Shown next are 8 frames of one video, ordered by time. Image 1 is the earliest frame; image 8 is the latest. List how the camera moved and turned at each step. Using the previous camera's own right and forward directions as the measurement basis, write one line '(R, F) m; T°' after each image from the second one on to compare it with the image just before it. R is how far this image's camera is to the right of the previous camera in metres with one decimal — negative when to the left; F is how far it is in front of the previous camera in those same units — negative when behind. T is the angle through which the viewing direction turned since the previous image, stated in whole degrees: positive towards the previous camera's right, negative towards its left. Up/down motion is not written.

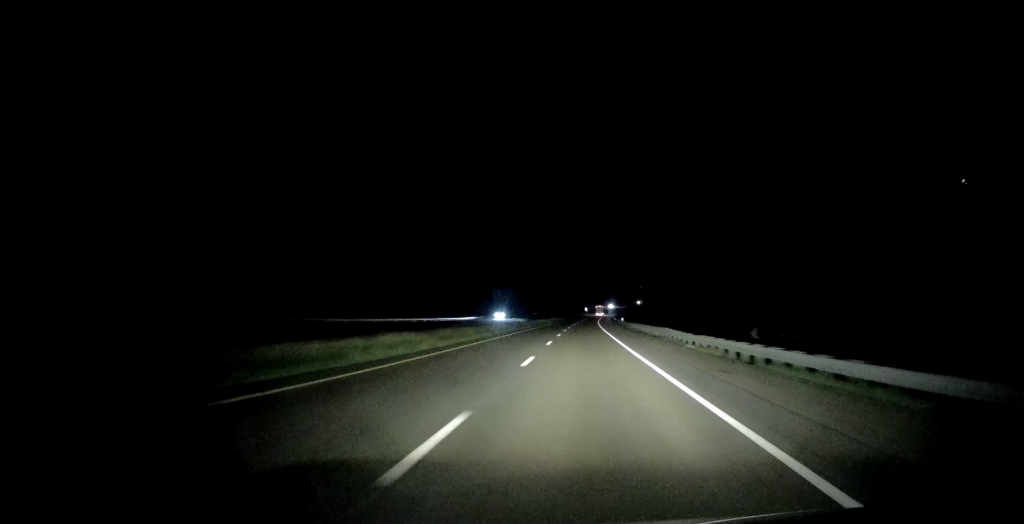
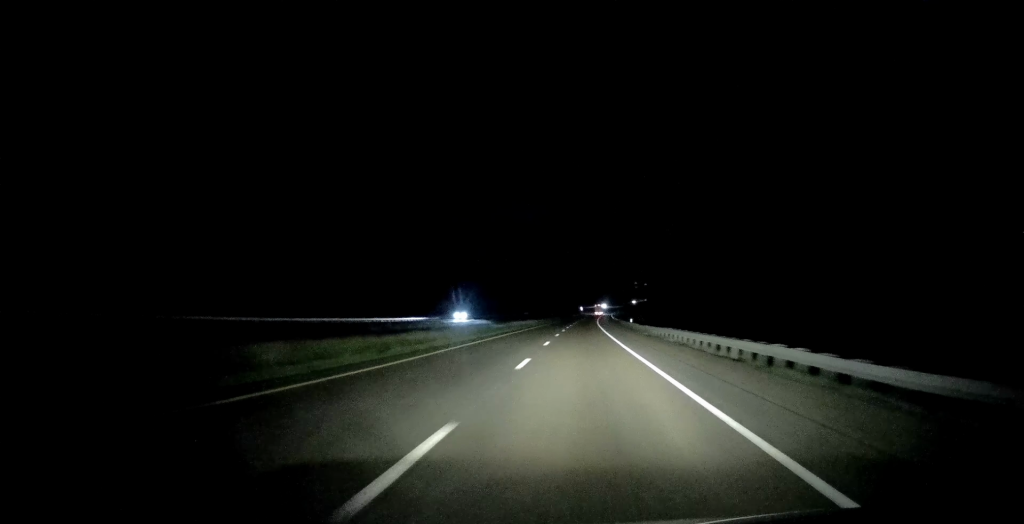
(-0.1, +25.1) m; +1°
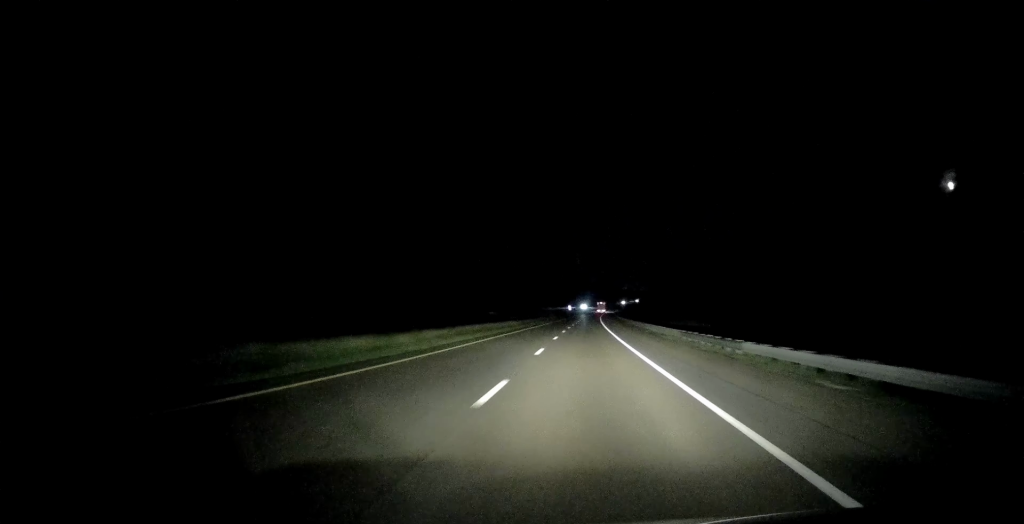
(+1.7, +79.7) m; +1°
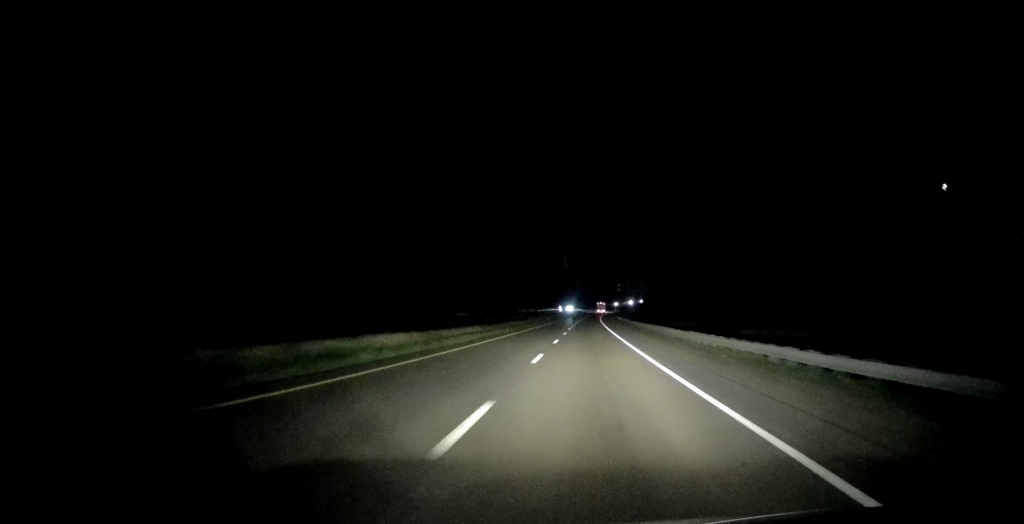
(+0.3, +40.0) m; +1°
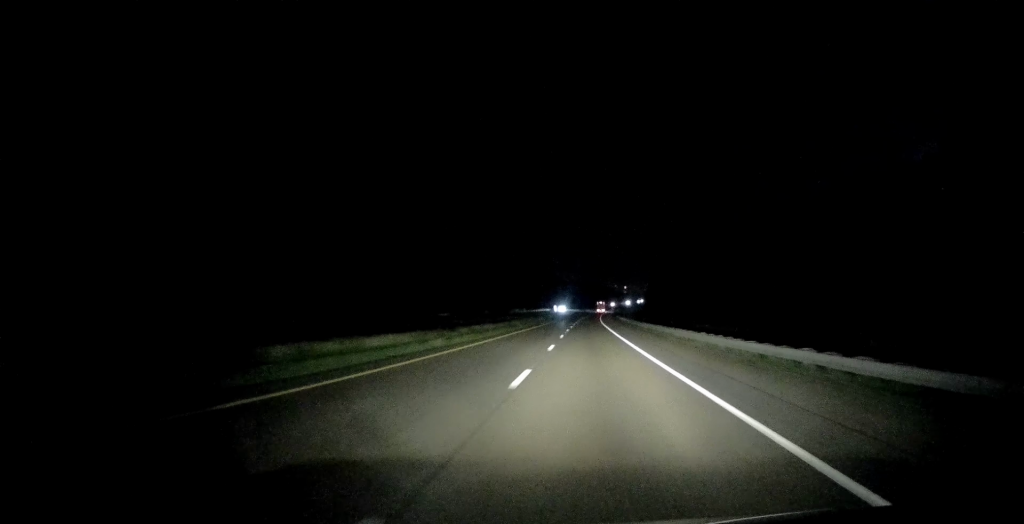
(+0.2, +18.2) m; 0°
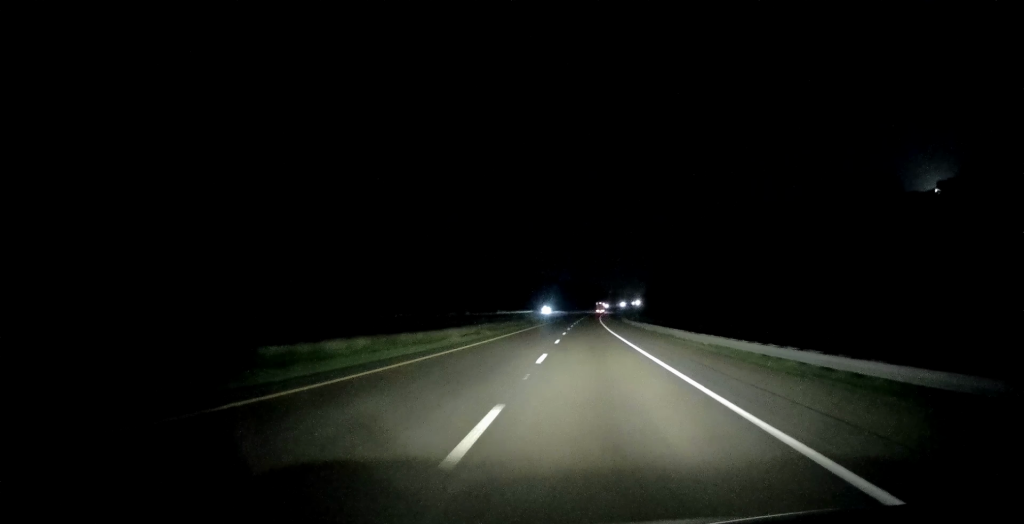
(+0.1, +30.7) m; +1°
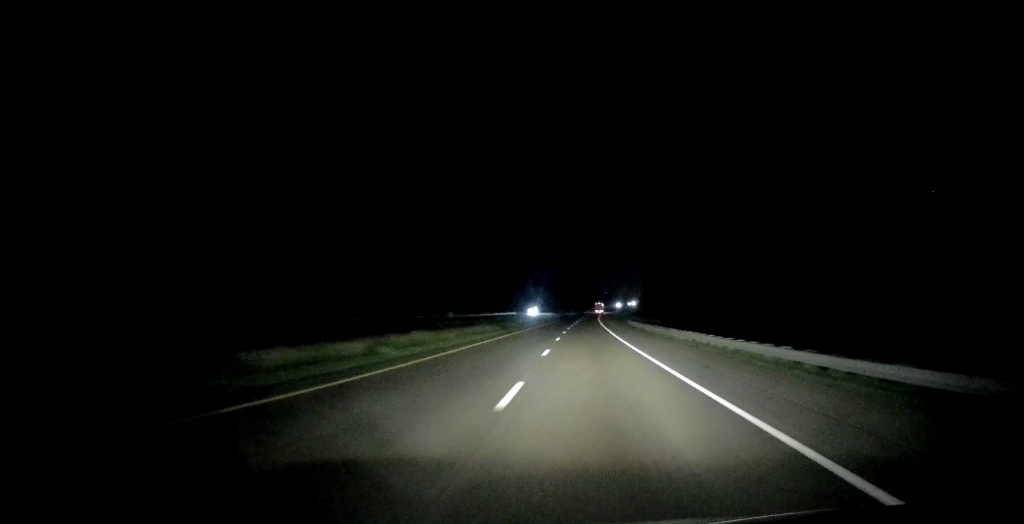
(-0.1, +20.4) m; 0°
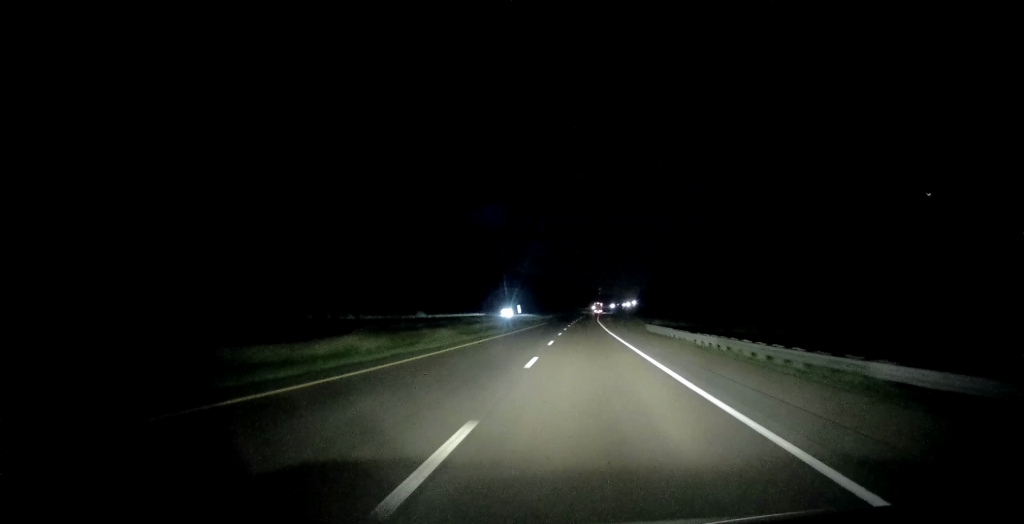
(+0.5, +29.5) m; 0°
